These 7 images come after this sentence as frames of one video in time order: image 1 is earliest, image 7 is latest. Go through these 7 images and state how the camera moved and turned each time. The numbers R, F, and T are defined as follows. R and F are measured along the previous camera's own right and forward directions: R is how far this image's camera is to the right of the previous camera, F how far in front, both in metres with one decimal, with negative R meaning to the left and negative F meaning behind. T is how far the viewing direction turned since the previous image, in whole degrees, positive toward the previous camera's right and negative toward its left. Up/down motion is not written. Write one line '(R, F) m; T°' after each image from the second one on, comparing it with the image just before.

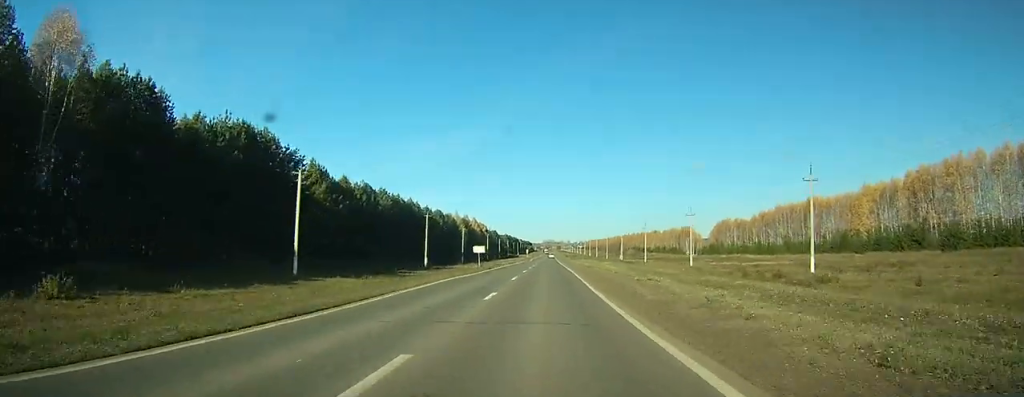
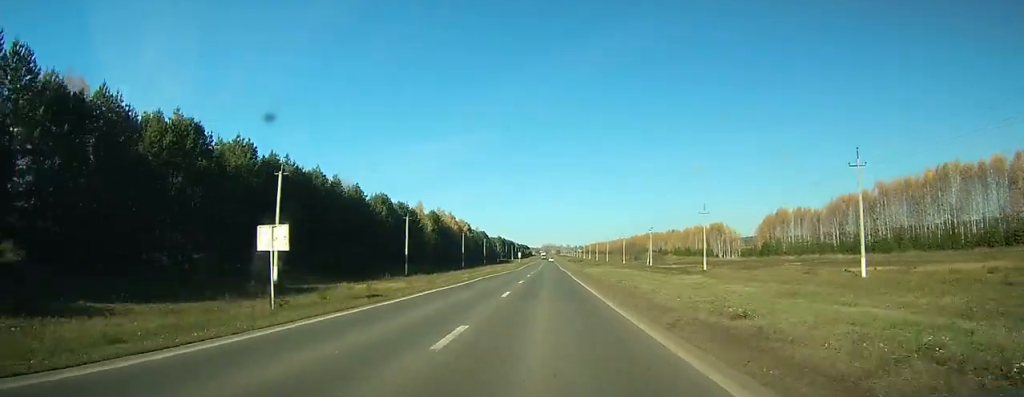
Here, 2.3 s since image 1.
(-0.1, +58.1) m; 0°
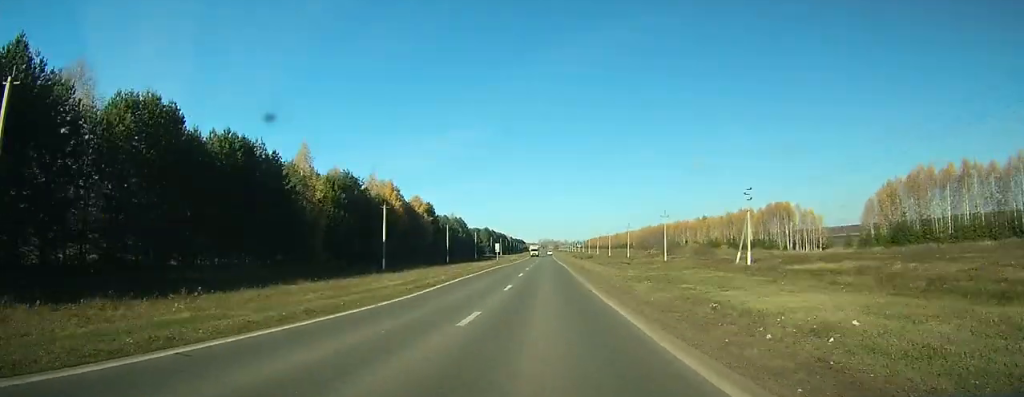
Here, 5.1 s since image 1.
(+0.1, +70.3) m; 0°
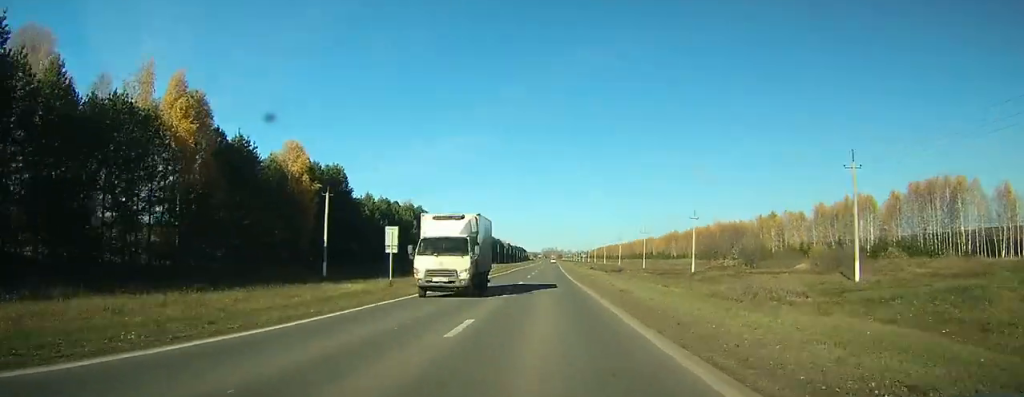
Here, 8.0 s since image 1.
(+0.2, +70.9) m; 0°
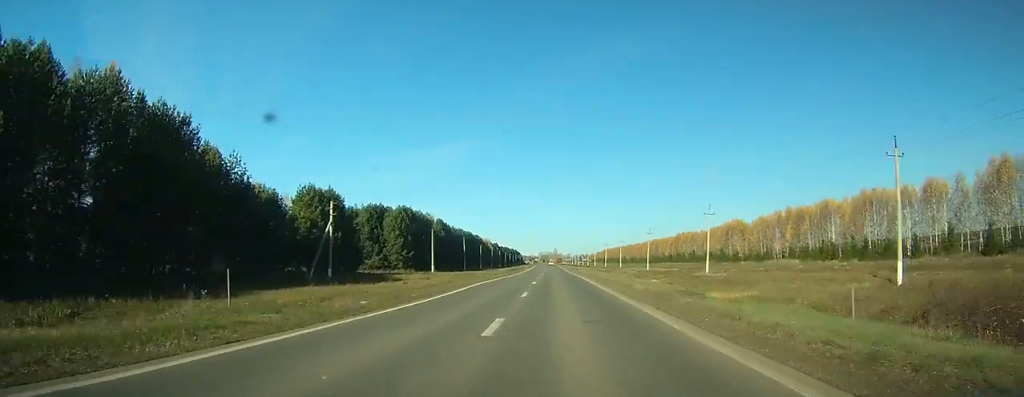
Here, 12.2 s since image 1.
(0.0, +107.8) m; 0°
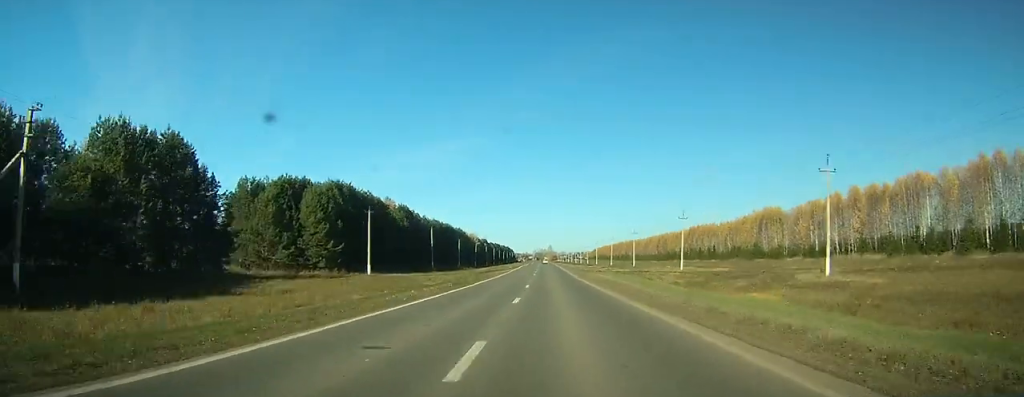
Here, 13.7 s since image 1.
(+0.1, +40.5) m; 0°
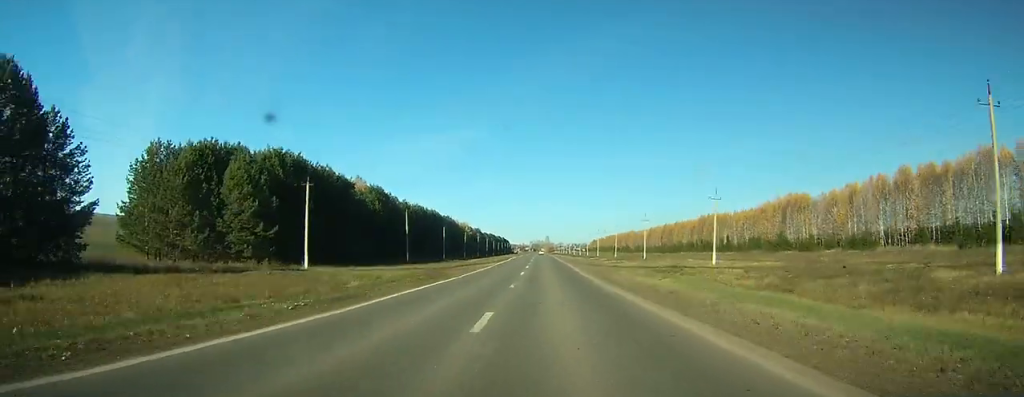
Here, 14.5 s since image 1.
(0.0, +20.4) m; 0°
